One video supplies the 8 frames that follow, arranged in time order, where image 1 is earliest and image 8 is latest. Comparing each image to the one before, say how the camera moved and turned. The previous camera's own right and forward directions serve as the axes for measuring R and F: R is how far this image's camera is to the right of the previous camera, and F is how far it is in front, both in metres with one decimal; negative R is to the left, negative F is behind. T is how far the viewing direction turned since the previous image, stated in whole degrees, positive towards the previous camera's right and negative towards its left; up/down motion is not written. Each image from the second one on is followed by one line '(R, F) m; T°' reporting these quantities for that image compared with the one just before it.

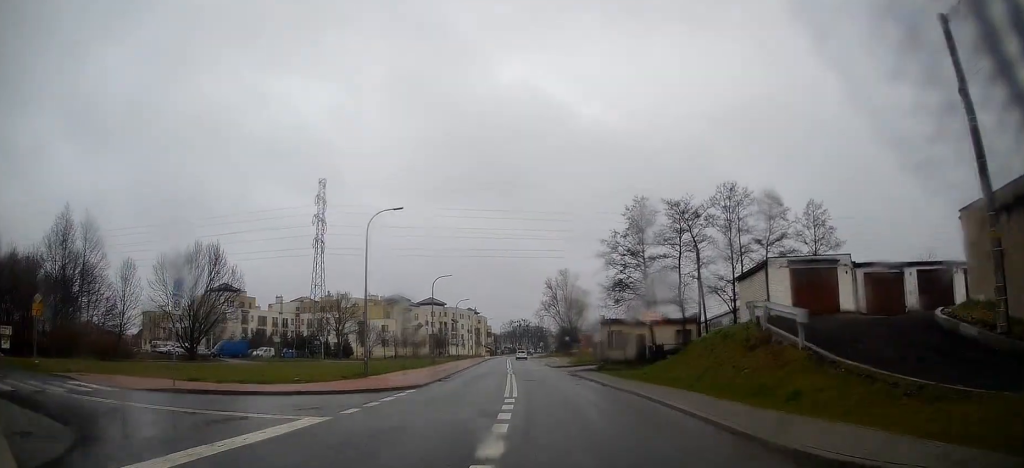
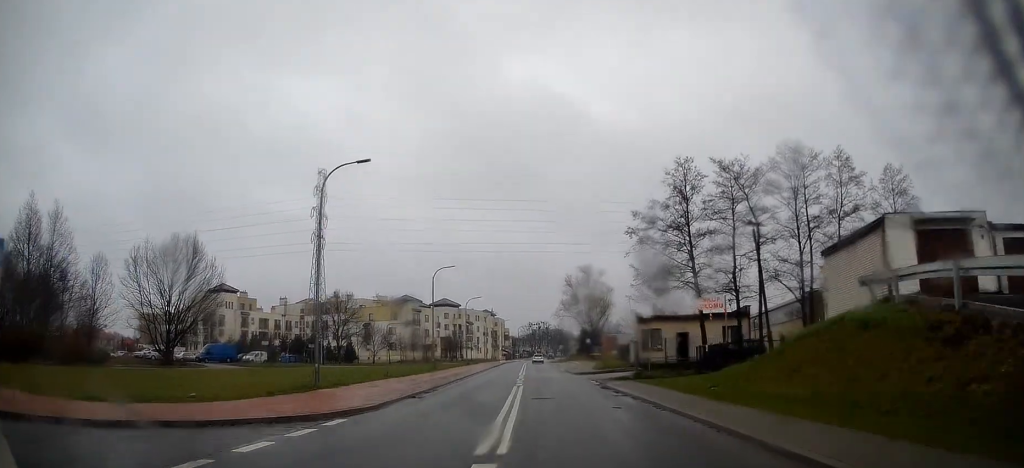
(-0.2, +9.5) m; -2°
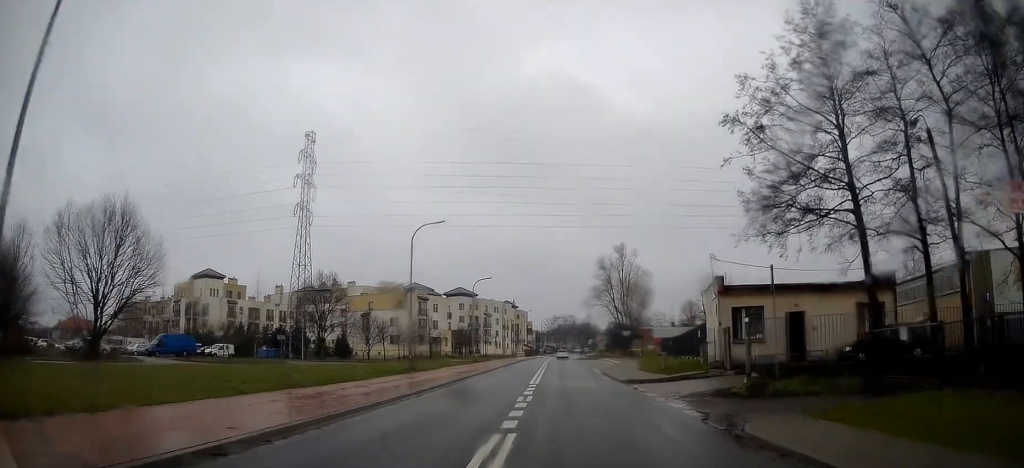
(-0.4, +16.8) m; -2°
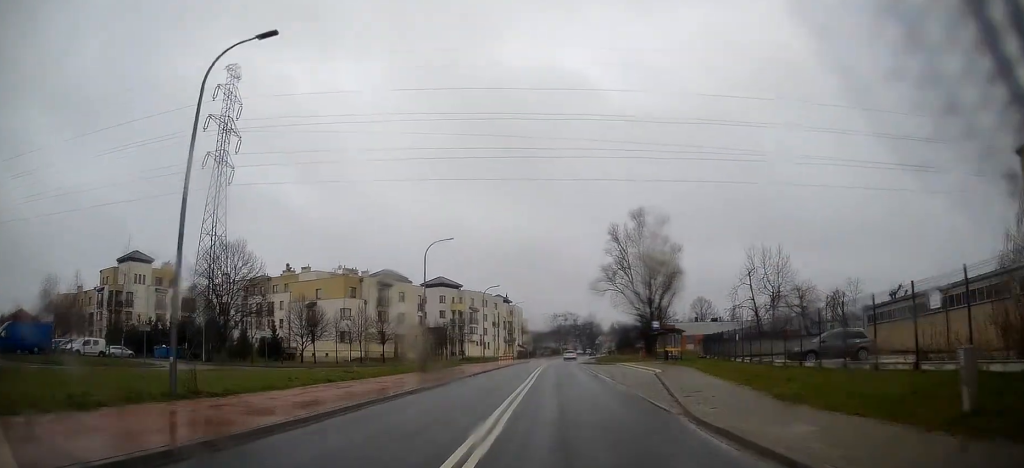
(-0.4, +24.1) m; -1°
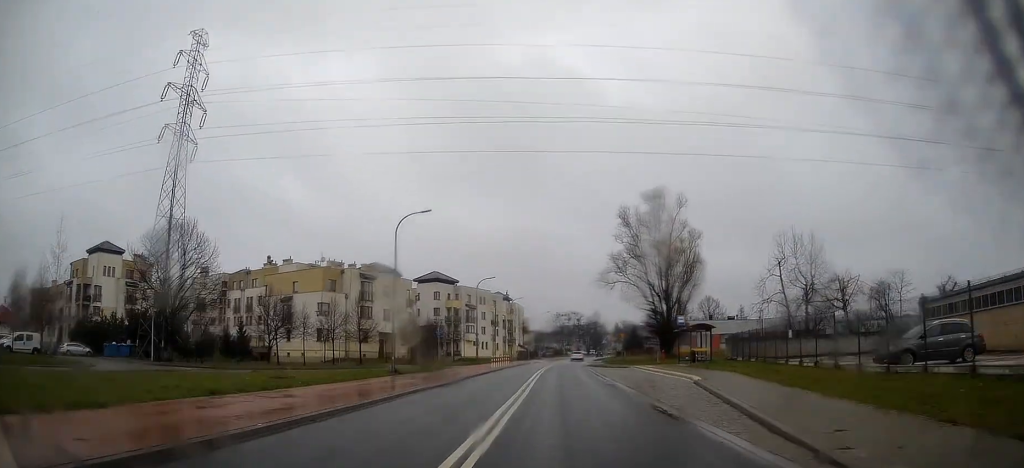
(-0.1, +8.8) m; 0°
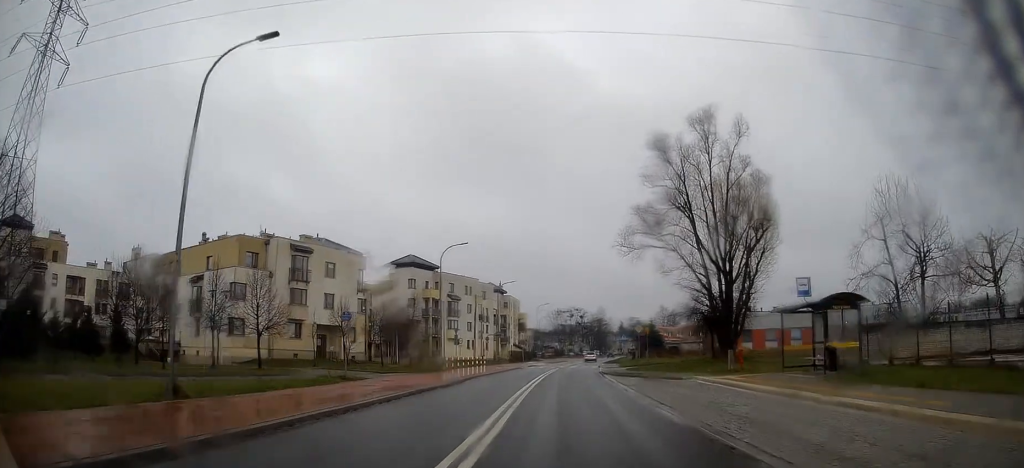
(0.0, +20.6) m; 0°
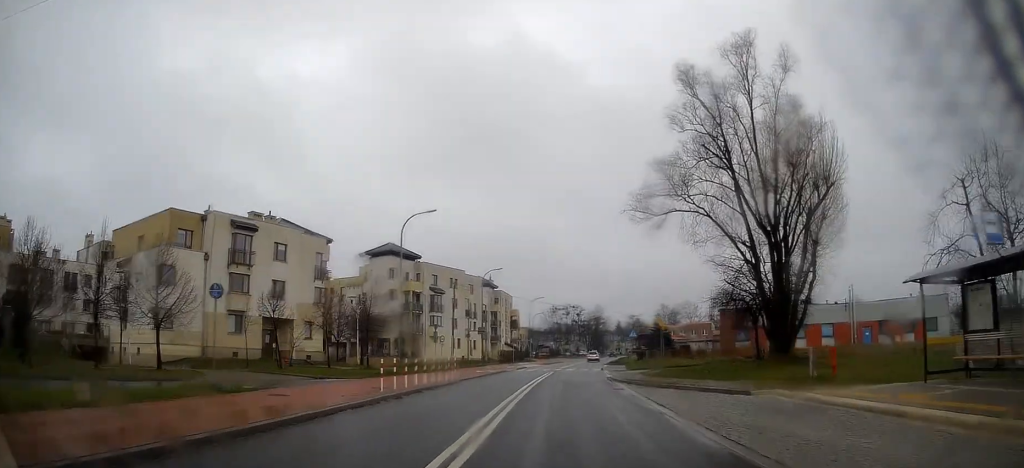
(-0.1, +10.2) m; 0°
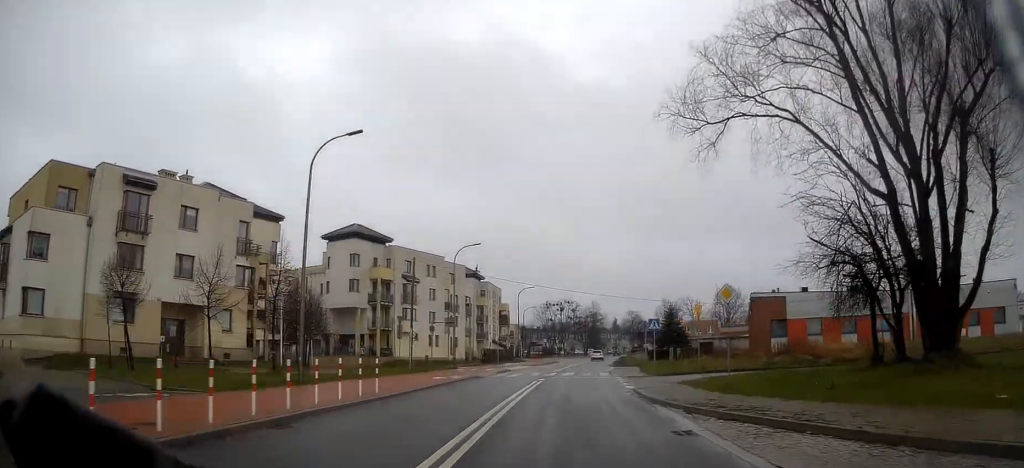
(0.0, +12.6) m; +1°
